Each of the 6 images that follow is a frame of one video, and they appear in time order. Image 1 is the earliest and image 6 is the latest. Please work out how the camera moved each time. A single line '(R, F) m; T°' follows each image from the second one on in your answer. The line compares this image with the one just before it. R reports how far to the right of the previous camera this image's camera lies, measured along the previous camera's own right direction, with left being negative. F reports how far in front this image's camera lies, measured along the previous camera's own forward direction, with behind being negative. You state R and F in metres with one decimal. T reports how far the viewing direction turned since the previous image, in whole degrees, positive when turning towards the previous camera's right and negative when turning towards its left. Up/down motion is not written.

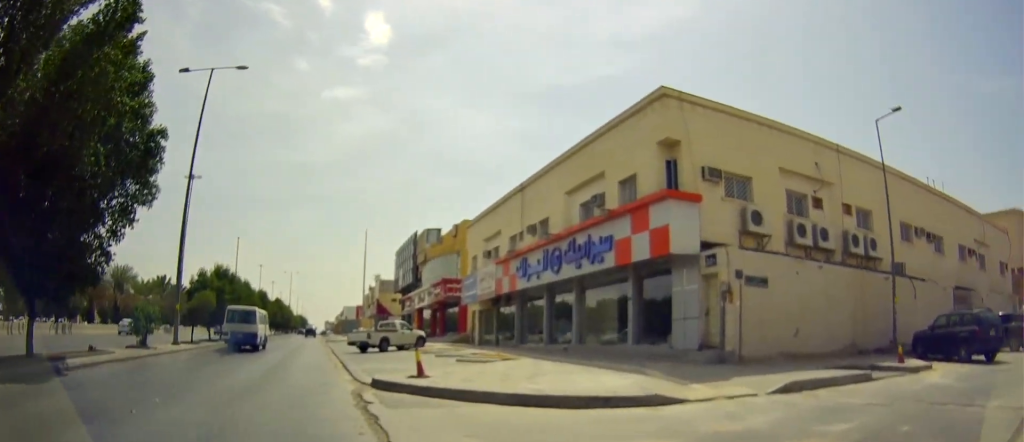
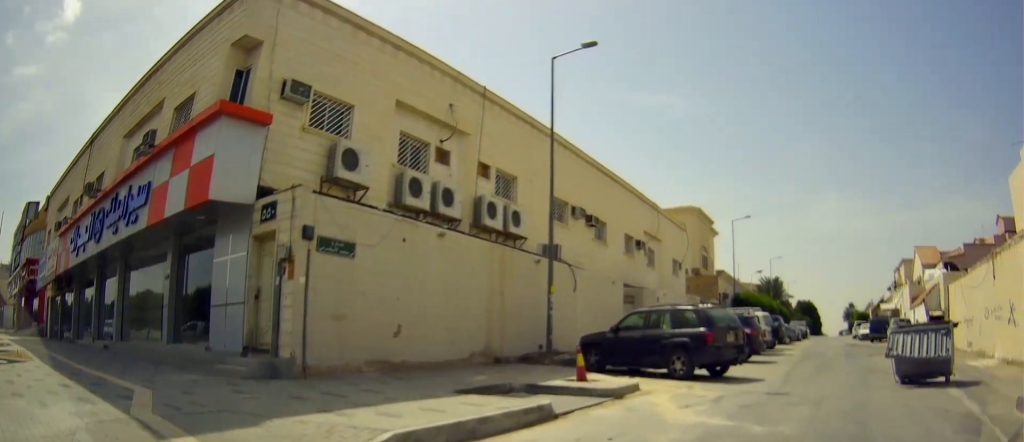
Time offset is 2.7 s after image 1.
(+2.7, +9.8) m; +39°
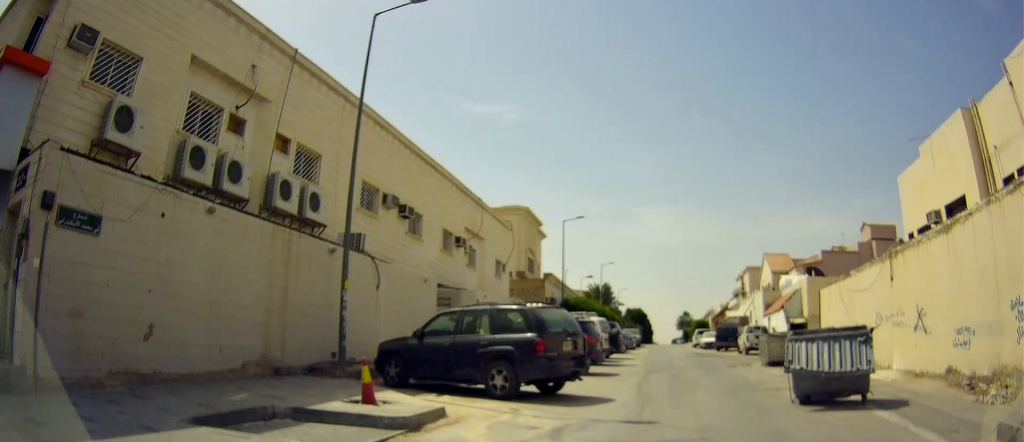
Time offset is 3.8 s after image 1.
(+0.4, +2.8) m; +21°
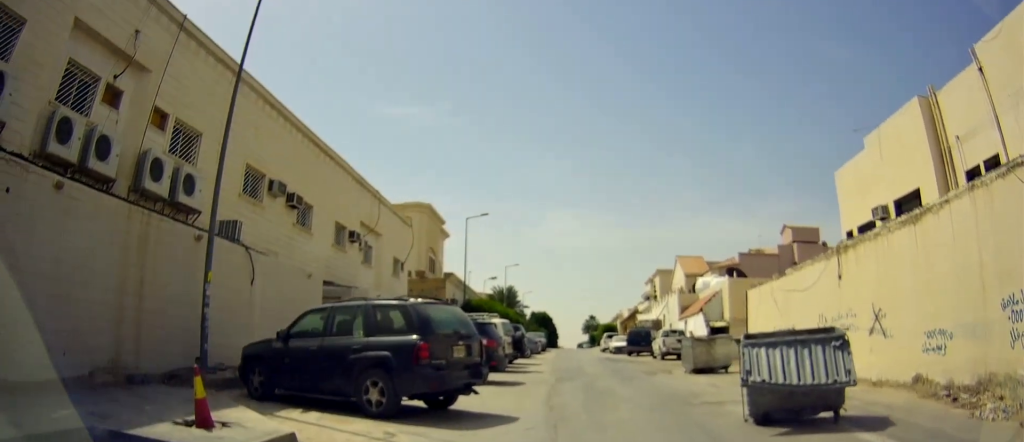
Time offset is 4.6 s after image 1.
(+0.2, +1.7) m; +13°
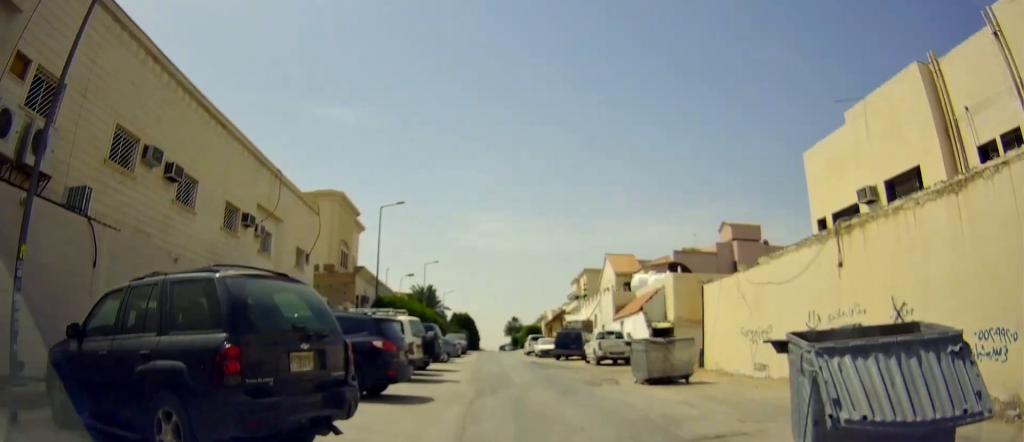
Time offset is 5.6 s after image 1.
(+0.4, +2.9) m; +8°
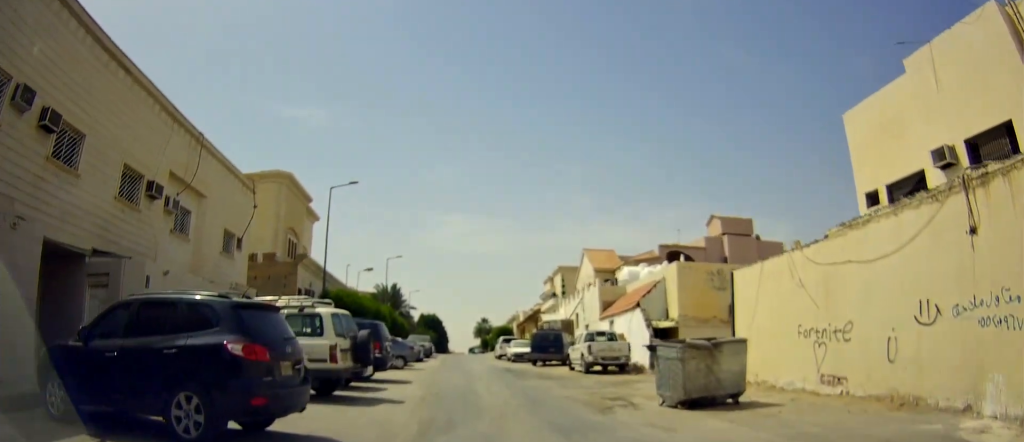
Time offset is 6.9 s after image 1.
(+0.3, +4.1) m; +8°
